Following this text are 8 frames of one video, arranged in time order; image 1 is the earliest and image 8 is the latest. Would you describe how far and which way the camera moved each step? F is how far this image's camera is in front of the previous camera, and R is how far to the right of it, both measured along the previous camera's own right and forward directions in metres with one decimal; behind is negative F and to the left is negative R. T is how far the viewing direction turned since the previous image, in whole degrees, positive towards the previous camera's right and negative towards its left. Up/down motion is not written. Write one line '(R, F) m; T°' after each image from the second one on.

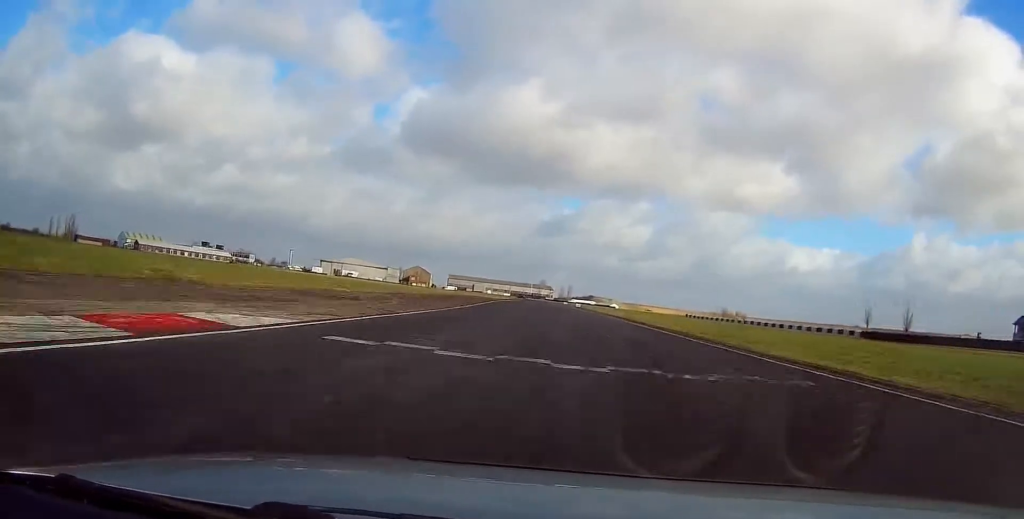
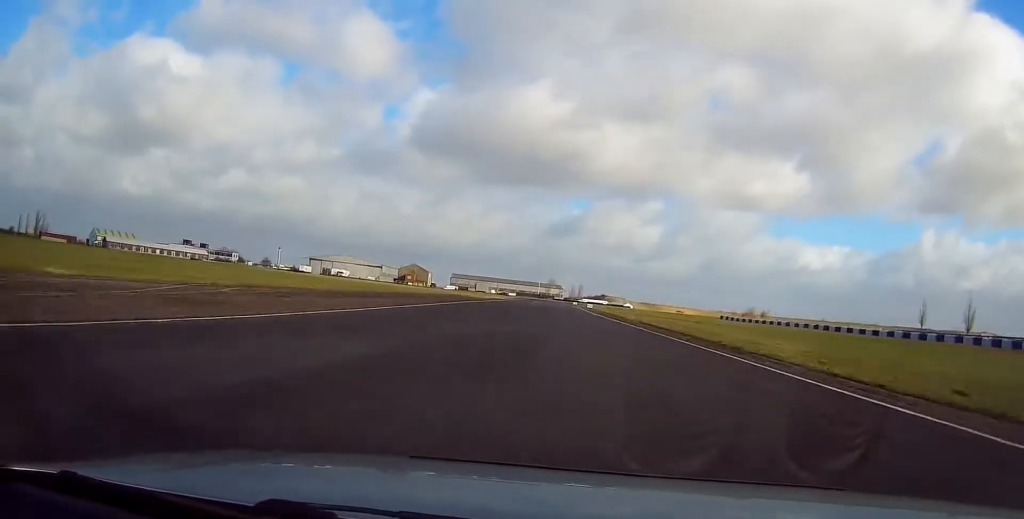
(-0.1, +30.0) m; 0°
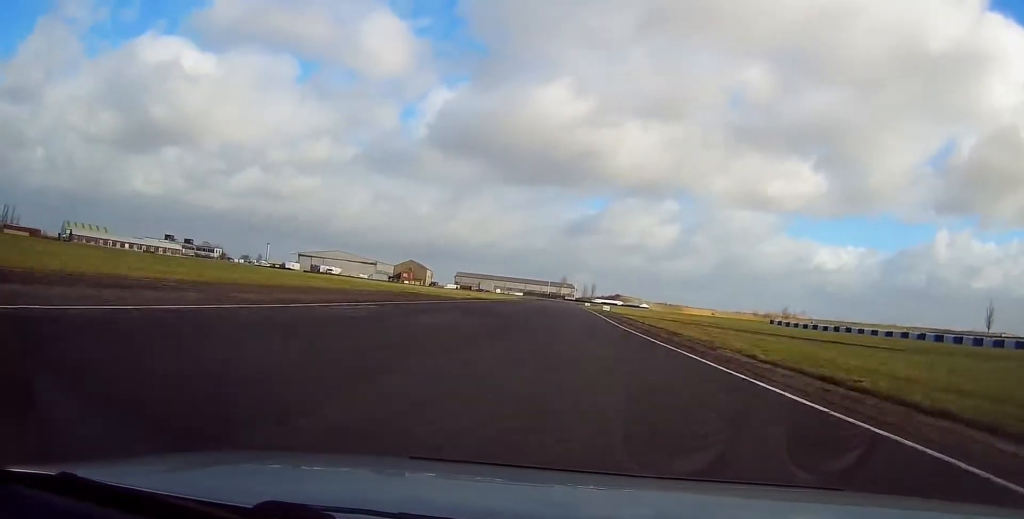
(0.0, +29.0) m; 0°
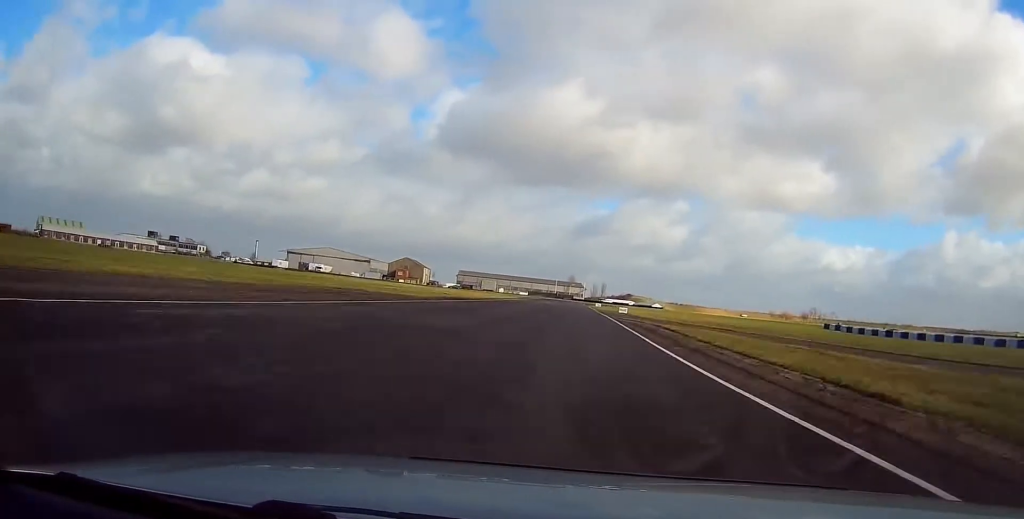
(+0.2, +21.4) m; 0°
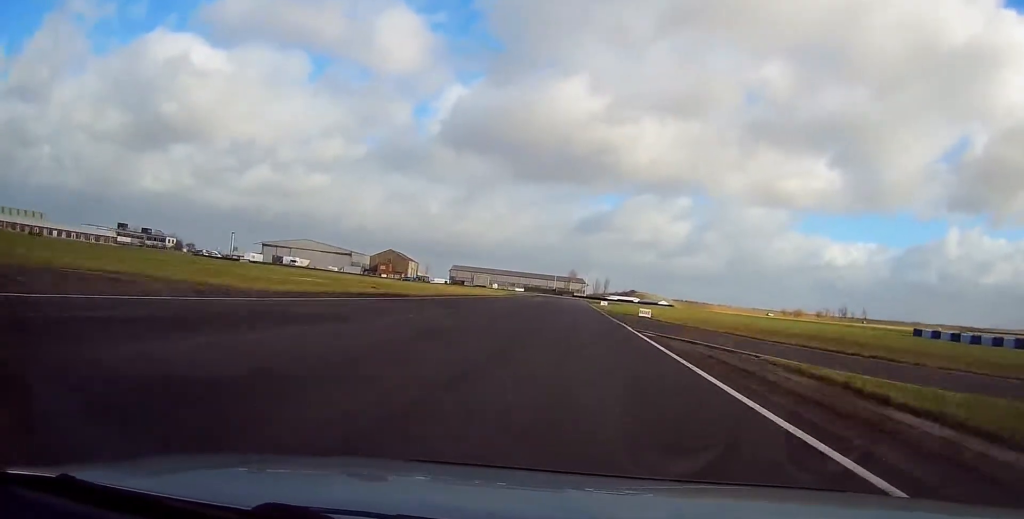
(0.0, +24.5) m; -1°
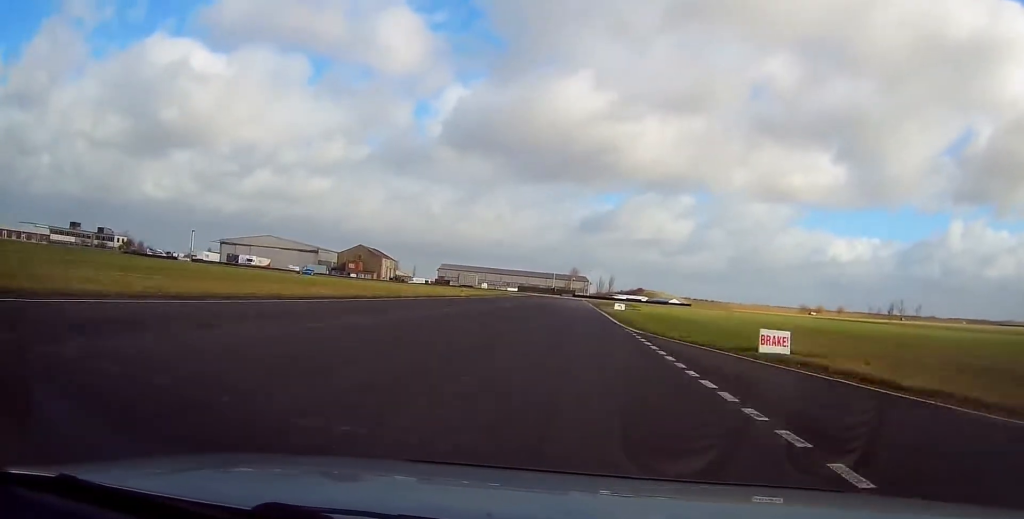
(-0.5, +34.2) m; -1°
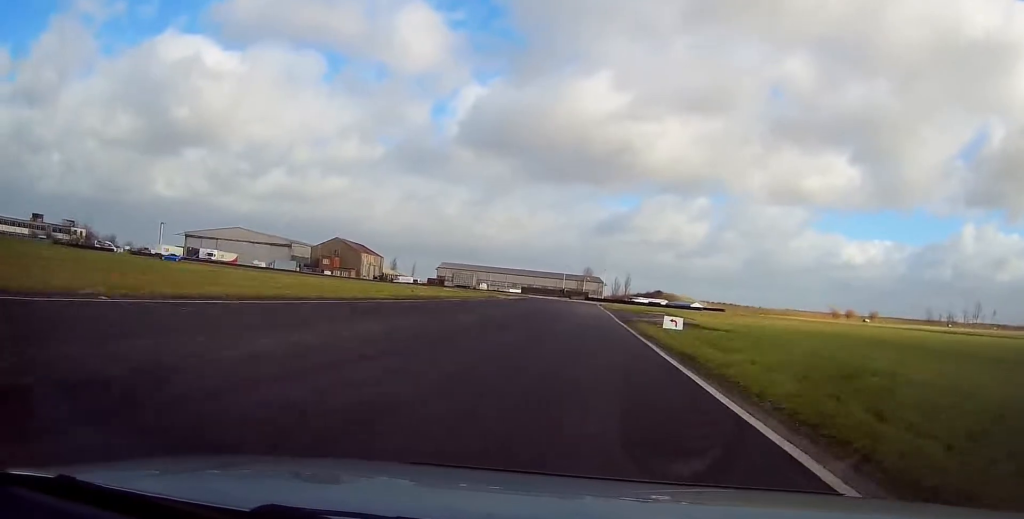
(-0.2, +29.4) m; 0°
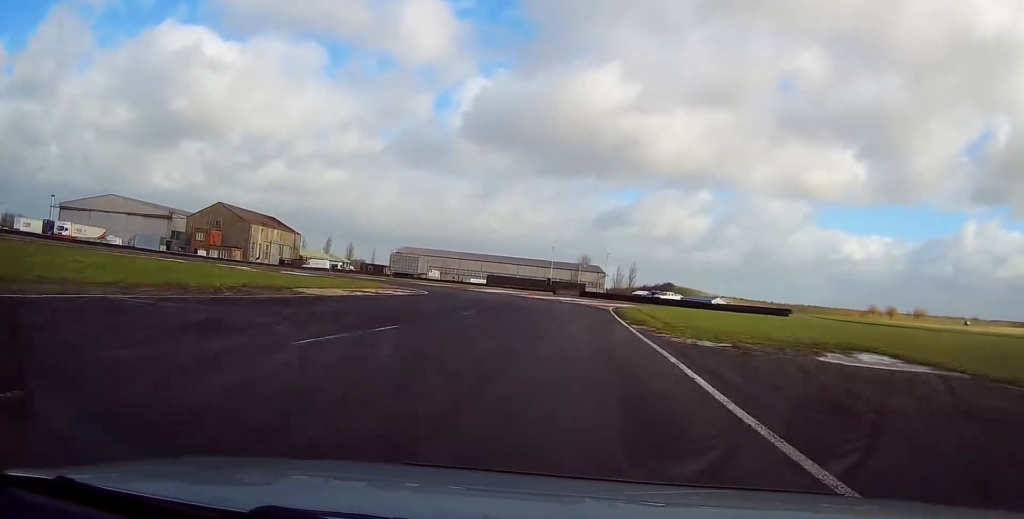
(-0.2, +58.9) m; -1°
